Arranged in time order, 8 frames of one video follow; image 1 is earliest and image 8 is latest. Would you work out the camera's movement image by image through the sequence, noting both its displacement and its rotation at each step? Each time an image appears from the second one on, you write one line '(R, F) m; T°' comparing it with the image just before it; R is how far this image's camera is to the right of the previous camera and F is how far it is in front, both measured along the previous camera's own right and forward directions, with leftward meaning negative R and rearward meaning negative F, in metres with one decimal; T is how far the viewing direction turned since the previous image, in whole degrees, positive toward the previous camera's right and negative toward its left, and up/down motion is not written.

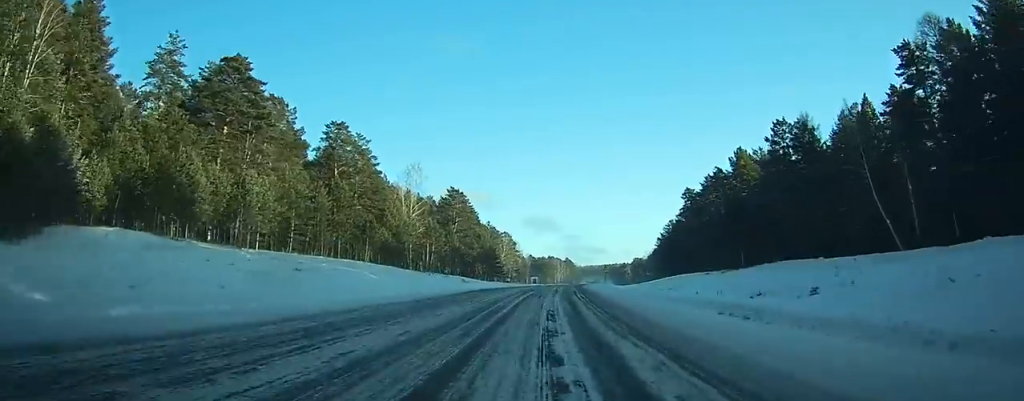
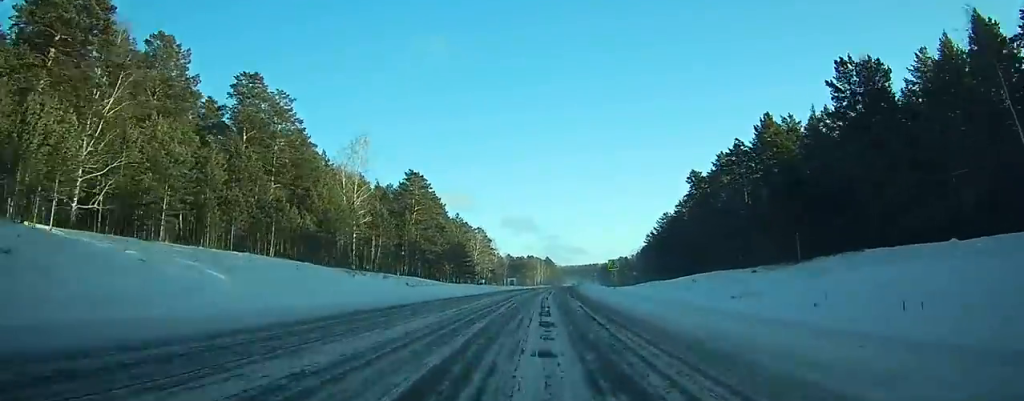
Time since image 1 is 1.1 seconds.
(+0.5, +25.9) m; +2°
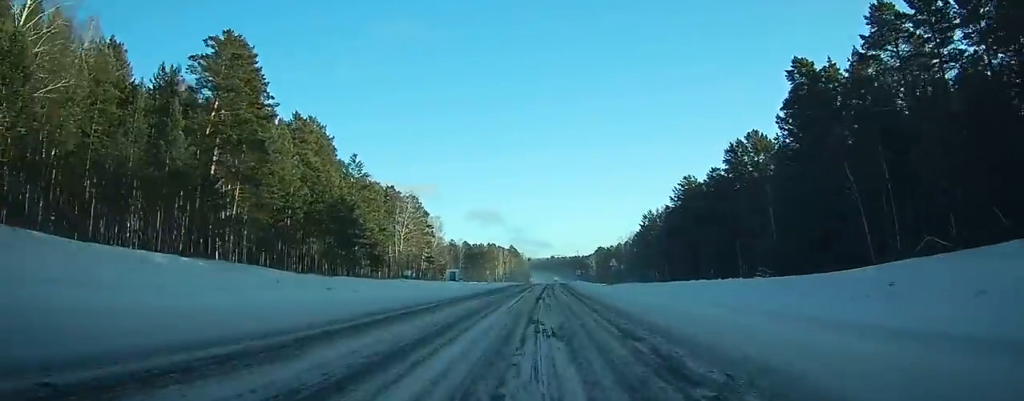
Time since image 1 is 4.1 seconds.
(+1.7, +68.0) m; +3°
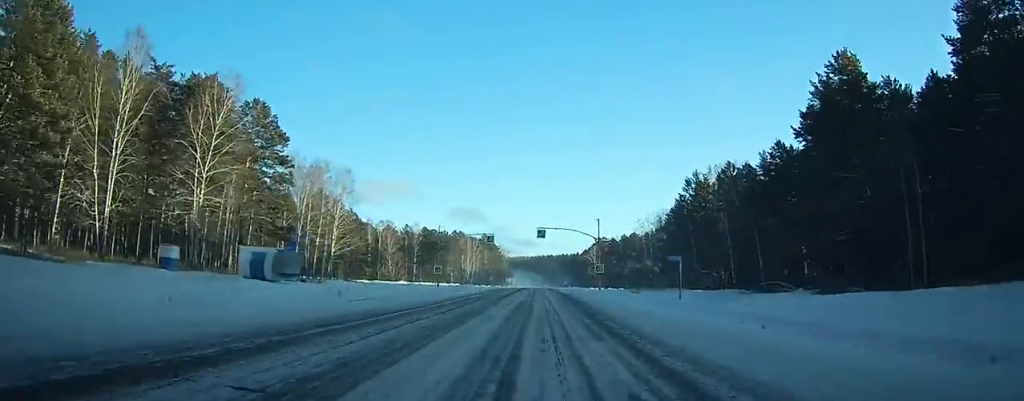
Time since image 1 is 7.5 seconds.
(+2.4, +79.3) m; +2°
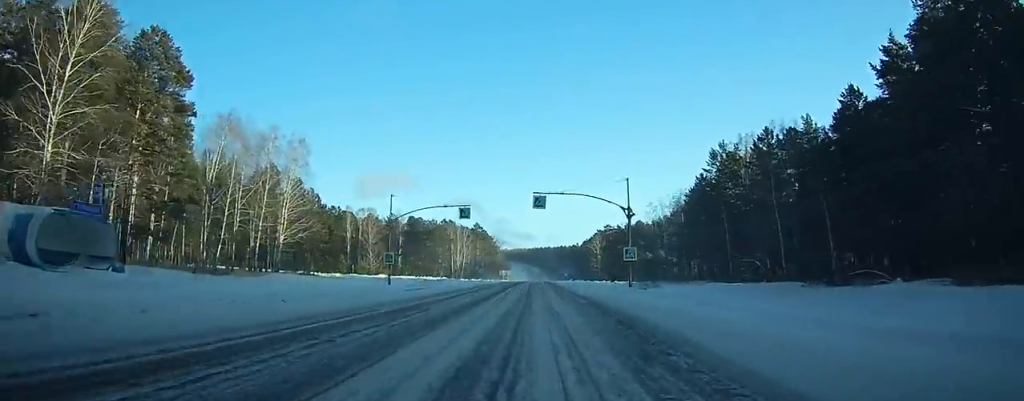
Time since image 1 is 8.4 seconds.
(+0.3, +21.8) m; 0°
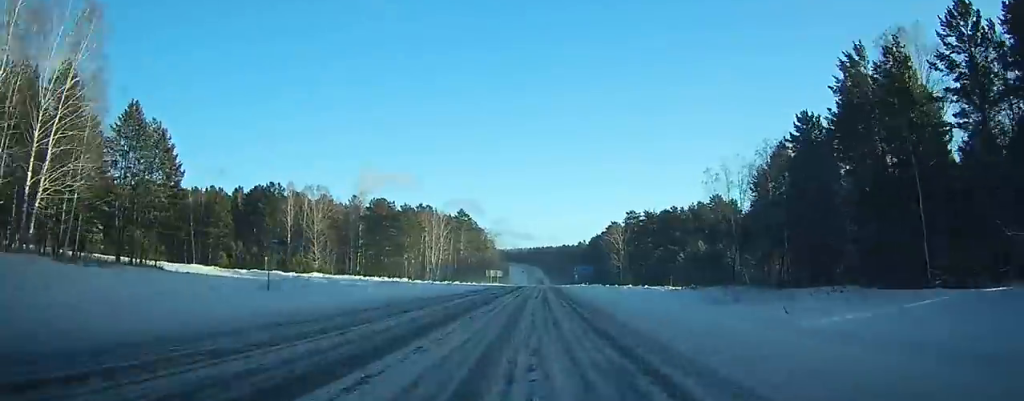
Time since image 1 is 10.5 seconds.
(-0.5, +49.6) m; 0°
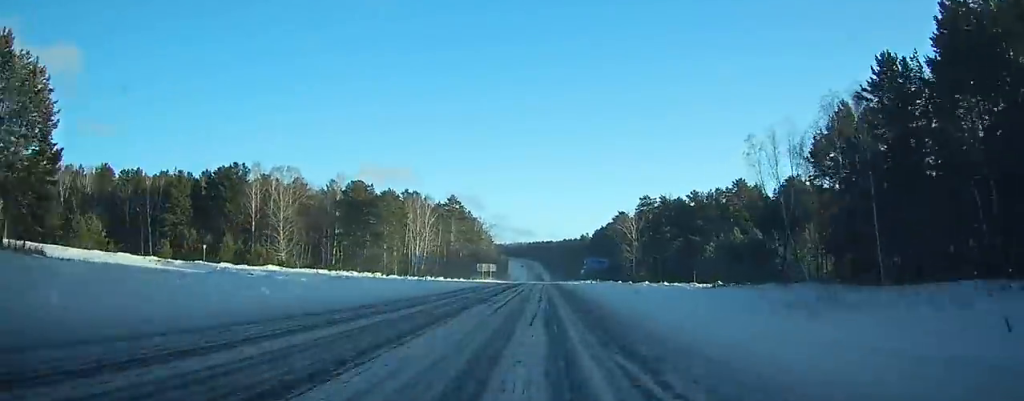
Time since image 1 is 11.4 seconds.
(+0.1, +20.0) m; 0°
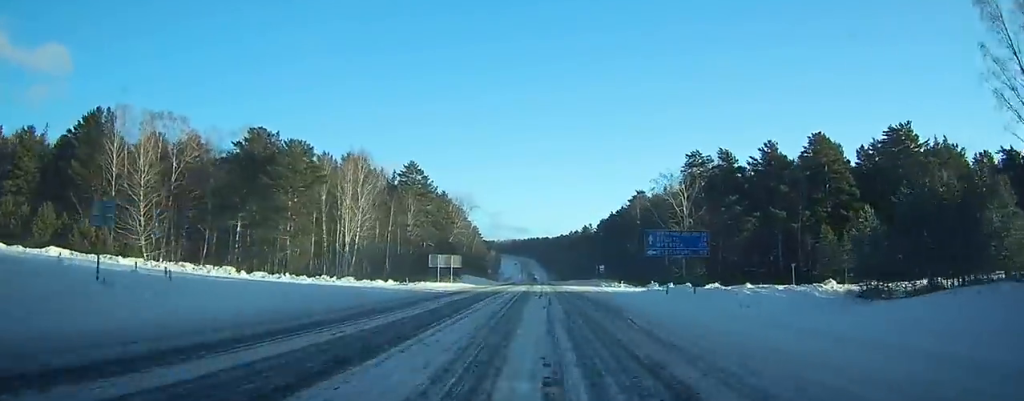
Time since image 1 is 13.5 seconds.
(+0.3, +47.5) m; +1°
